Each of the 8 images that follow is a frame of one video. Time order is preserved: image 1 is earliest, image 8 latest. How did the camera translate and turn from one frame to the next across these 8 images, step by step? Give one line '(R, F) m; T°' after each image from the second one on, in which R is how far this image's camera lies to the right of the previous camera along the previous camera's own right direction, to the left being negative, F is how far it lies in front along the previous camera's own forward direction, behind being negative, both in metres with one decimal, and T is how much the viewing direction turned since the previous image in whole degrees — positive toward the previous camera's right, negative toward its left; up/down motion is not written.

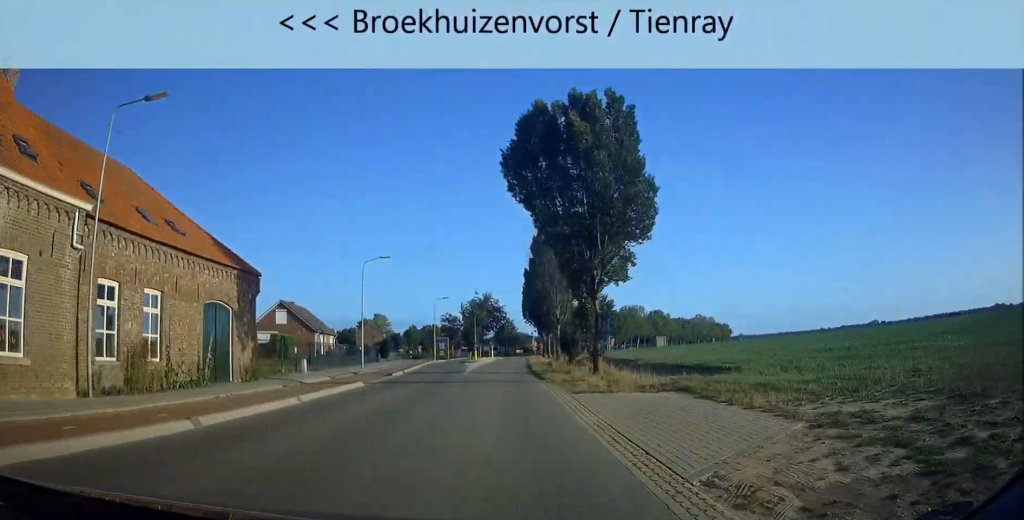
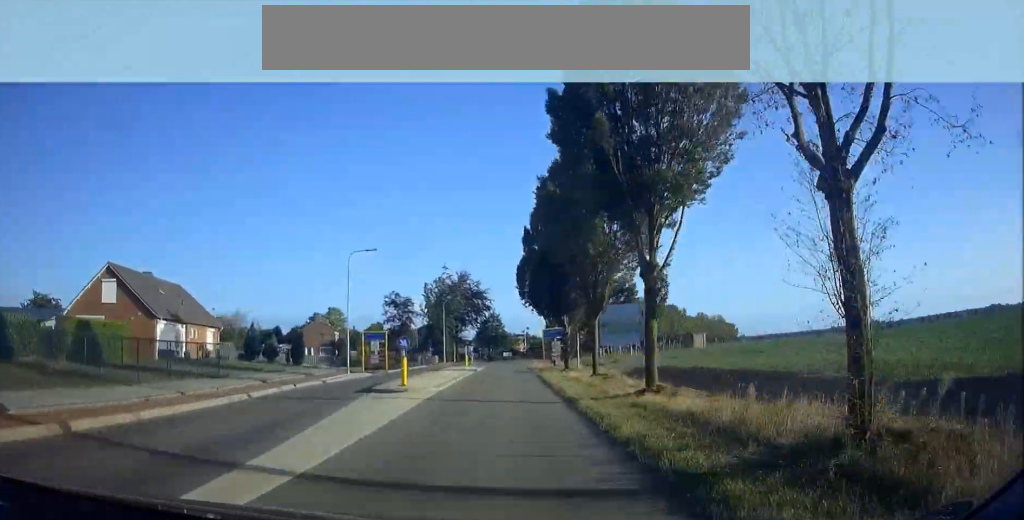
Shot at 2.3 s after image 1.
(+0.4, +34.3) m; +2°
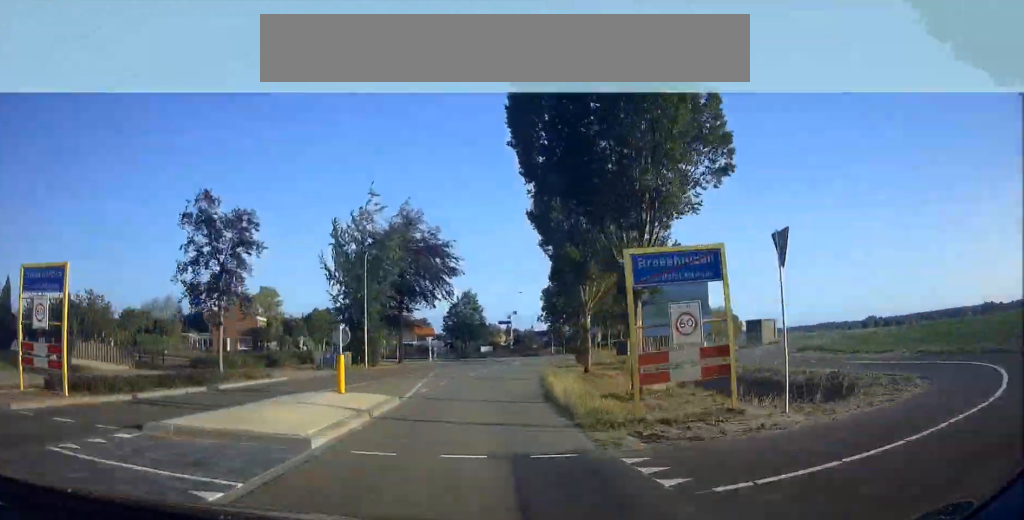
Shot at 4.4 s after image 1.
(+0.8, +32.4) m; +4°
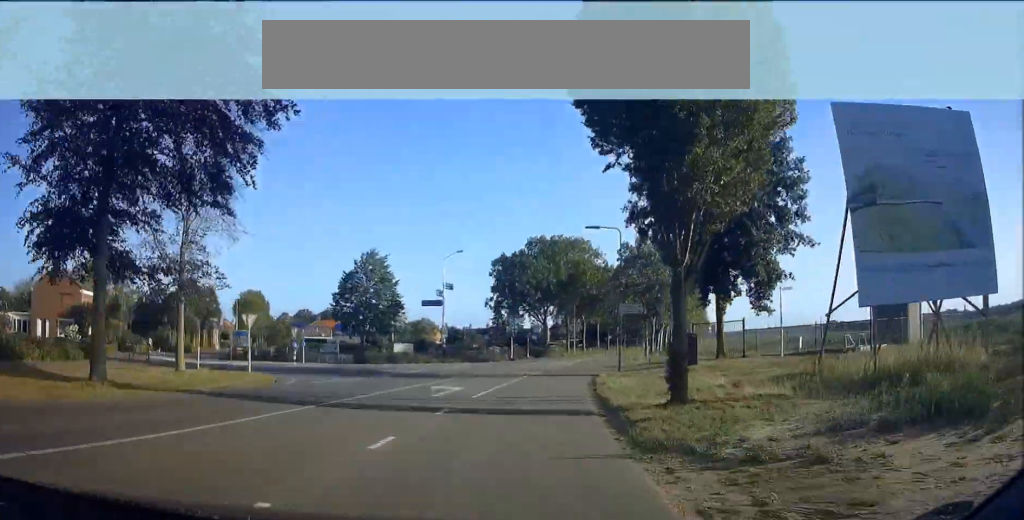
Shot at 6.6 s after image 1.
(+1.7, +33.8) m; +8°
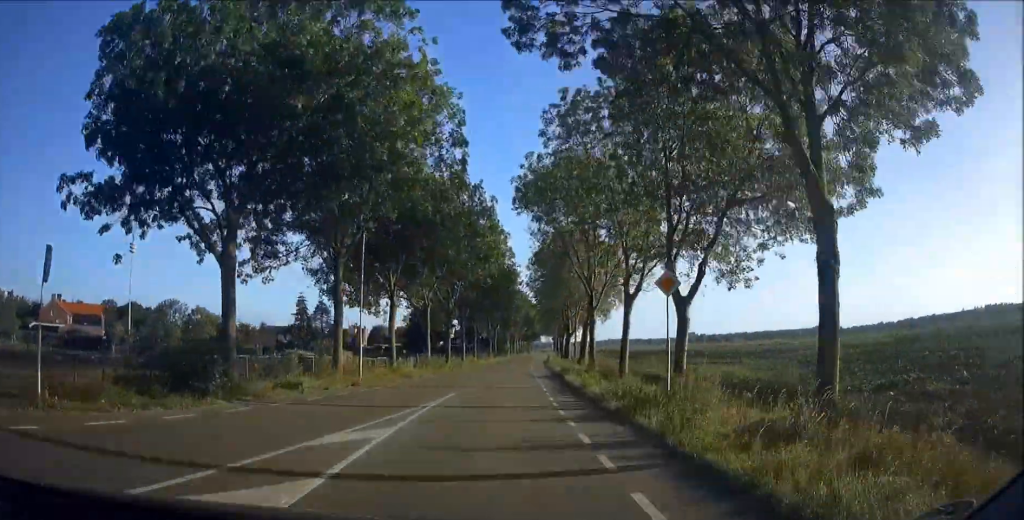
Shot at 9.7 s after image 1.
(+5.4, +50.4) m; +11°
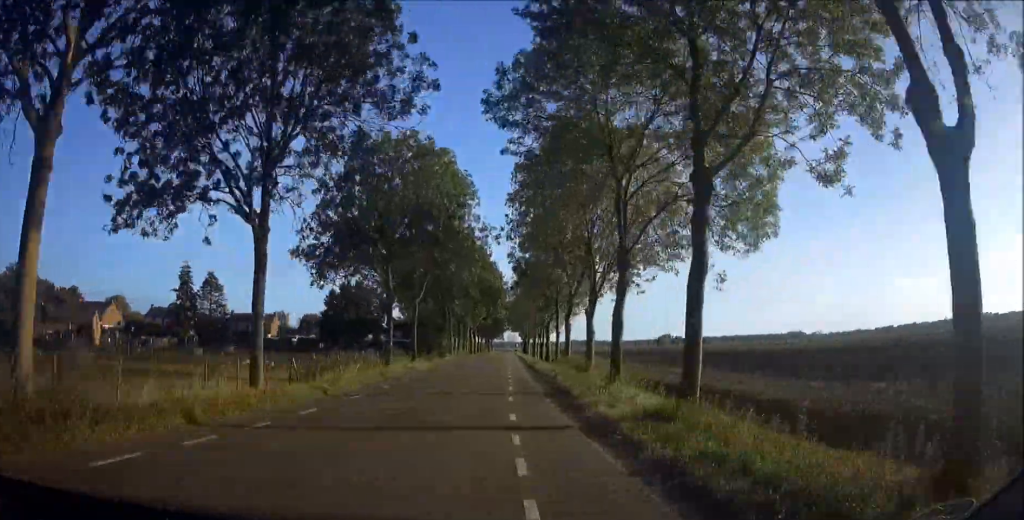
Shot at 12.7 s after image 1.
(+2.0, +53.0) m; +3°
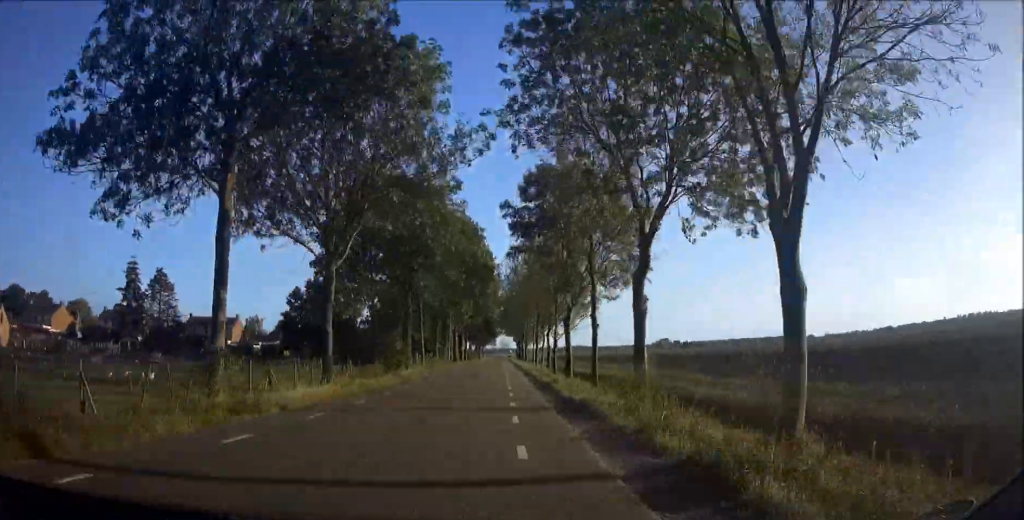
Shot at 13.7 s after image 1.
(+0.1, +19.1) m; 0°
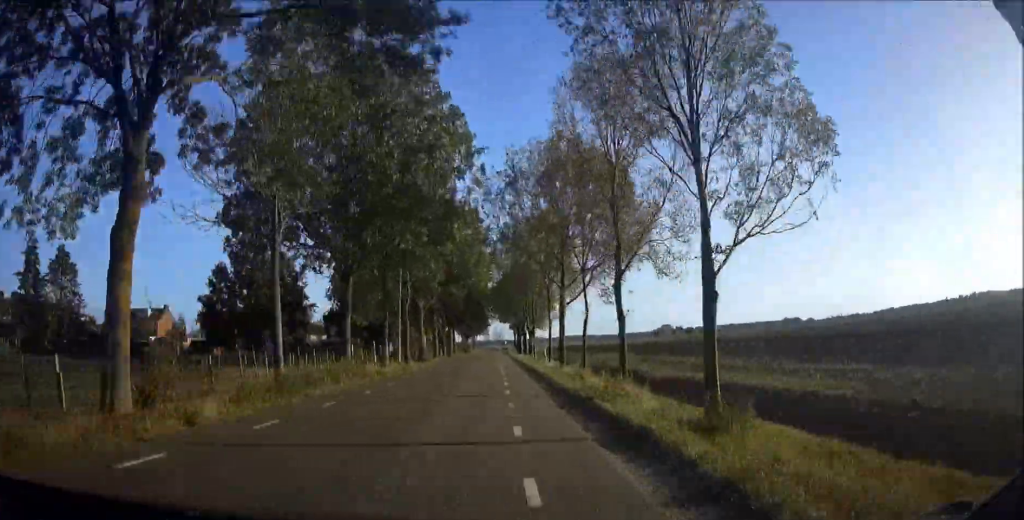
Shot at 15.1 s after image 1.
(0.0, +29.5) m; 0°
